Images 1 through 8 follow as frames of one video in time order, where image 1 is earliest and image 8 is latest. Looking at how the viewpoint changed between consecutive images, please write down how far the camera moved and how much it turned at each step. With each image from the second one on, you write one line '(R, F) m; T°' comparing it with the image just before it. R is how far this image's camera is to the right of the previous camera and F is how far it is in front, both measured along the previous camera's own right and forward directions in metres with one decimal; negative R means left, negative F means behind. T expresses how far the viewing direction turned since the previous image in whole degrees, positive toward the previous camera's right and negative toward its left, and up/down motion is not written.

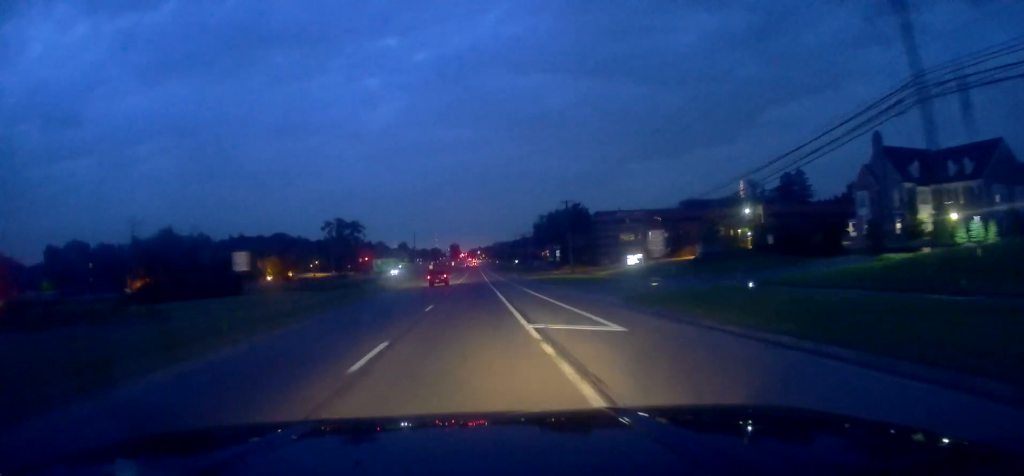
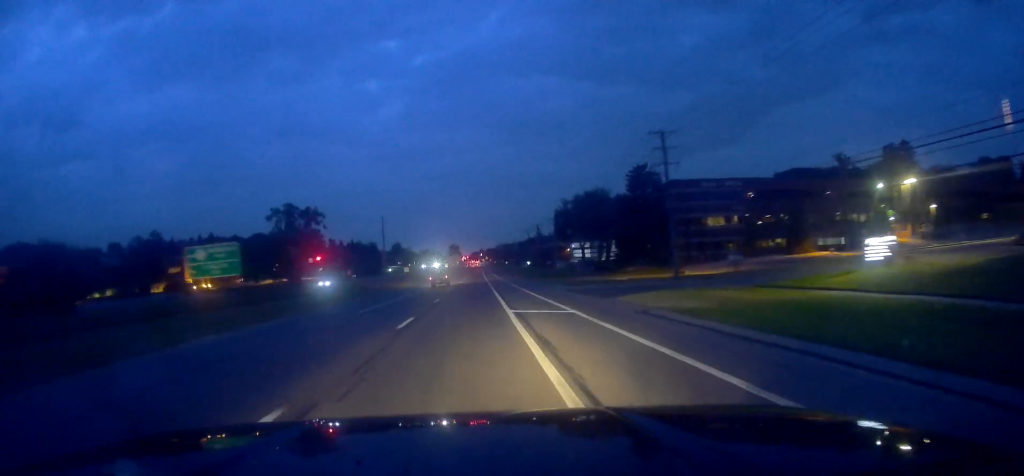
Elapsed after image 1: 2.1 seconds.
(-0.1, +53.0) m; +3°
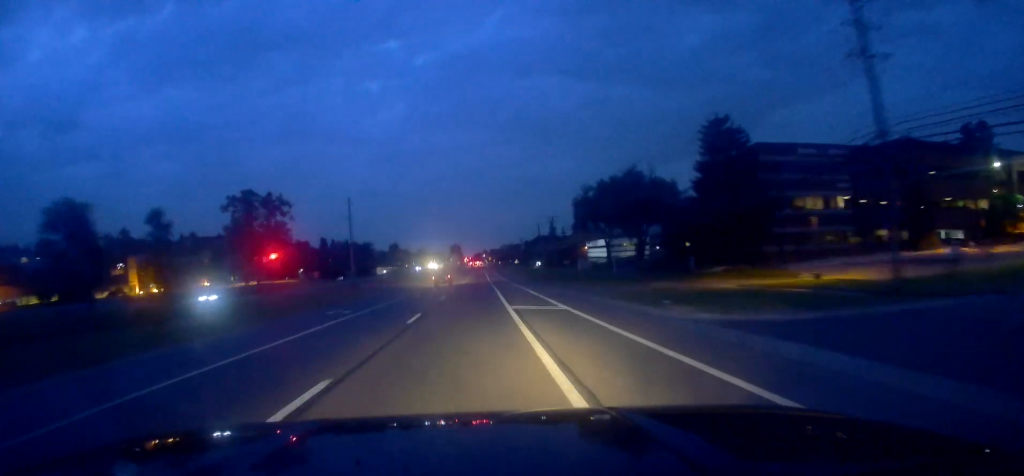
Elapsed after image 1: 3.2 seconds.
(+0.5, +28.5) m; -2°
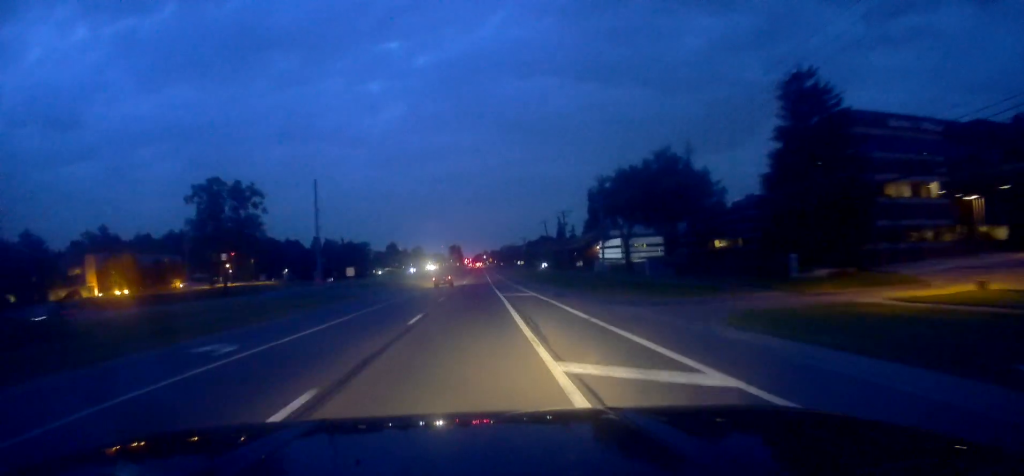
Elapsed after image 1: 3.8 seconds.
(-0.6, +15.8) m; 0°
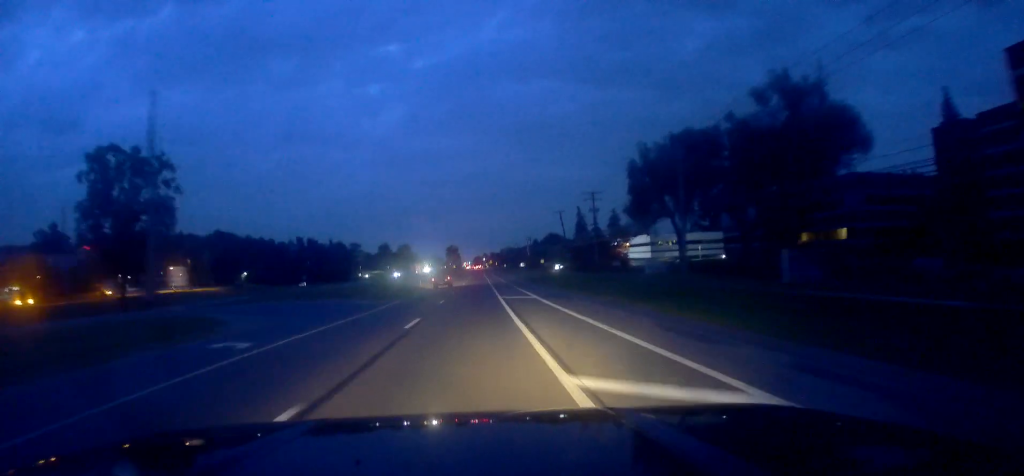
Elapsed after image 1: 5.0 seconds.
(+0.2, +31.0) m; +1°
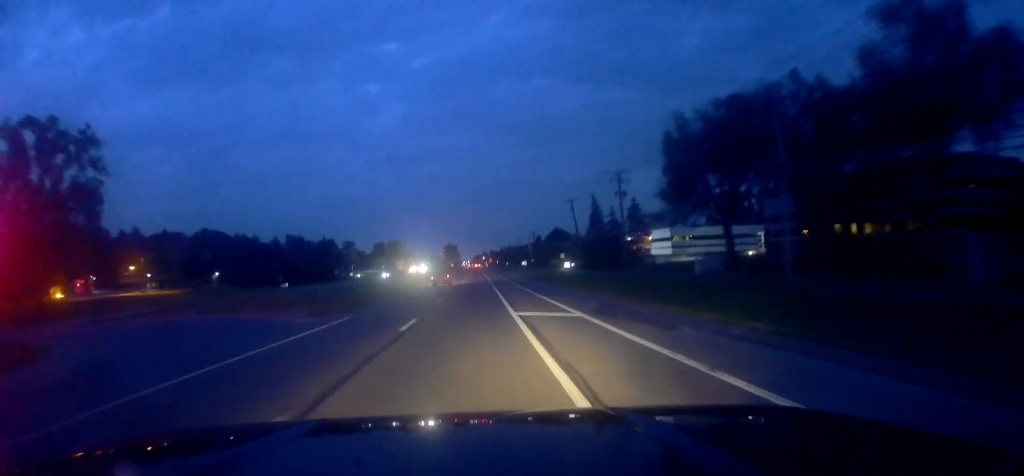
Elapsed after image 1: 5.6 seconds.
(+0.2, +16.2) m; 0°
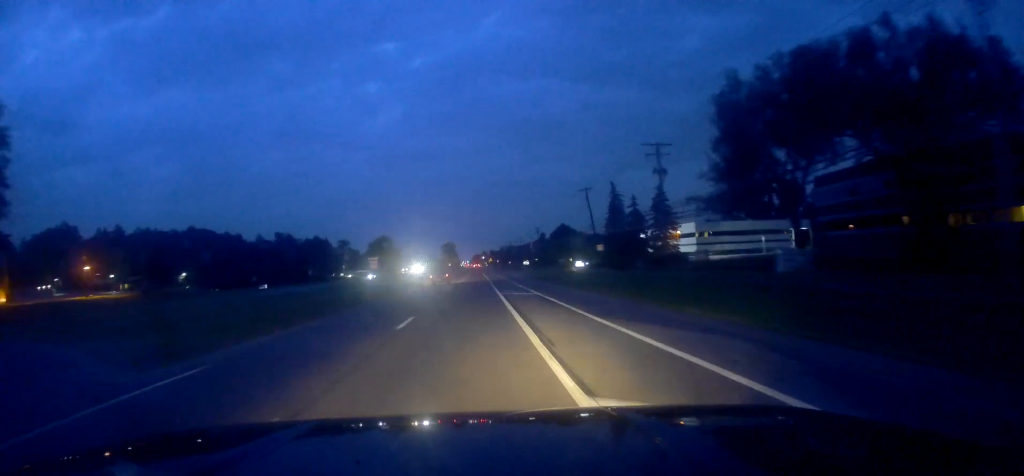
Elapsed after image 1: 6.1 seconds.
(-0.5, +15.4) m; -1°
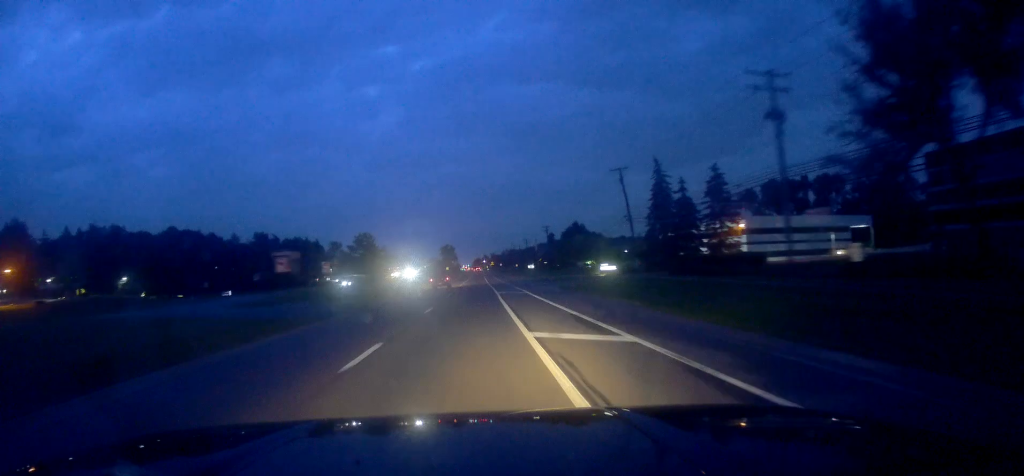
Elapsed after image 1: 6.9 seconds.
(+0.1, +22.0) m; -1°
